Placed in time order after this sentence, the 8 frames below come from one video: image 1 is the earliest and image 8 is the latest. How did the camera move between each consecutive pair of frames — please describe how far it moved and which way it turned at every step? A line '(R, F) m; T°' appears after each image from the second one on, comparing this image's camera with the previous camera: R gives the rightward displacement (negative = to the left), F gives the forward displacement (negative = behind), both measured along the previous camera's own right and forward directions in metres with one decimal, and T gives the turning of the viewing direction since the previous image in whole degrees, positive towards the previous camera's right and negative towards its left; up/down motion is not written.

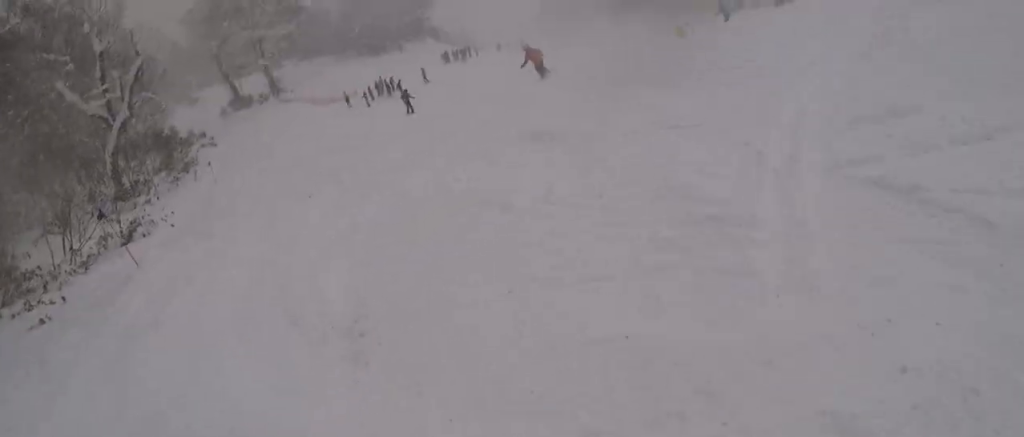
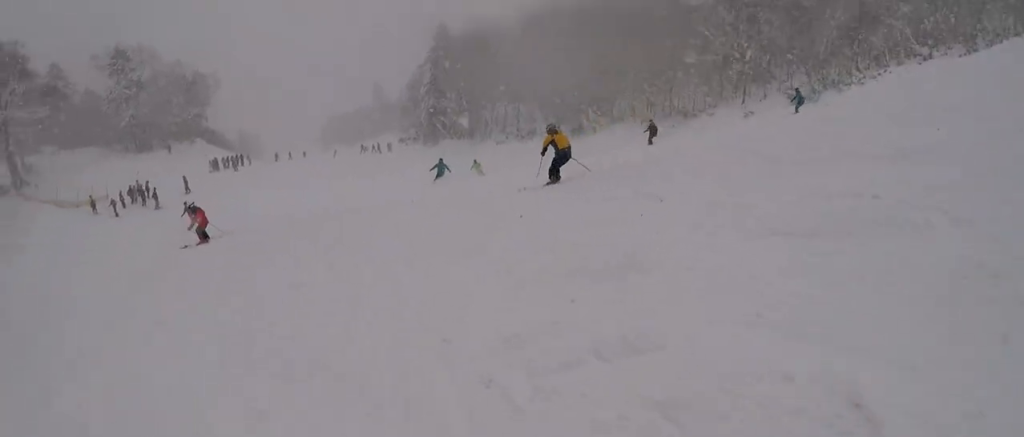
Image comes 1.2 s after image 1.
(+0.5, +5.5) m; +5°
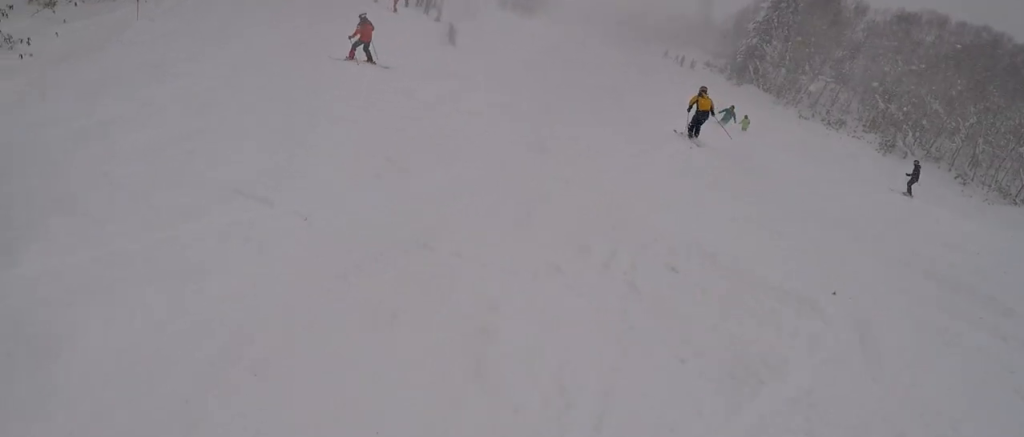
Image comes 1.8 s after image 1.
(0.0, +2.8) m; -1°
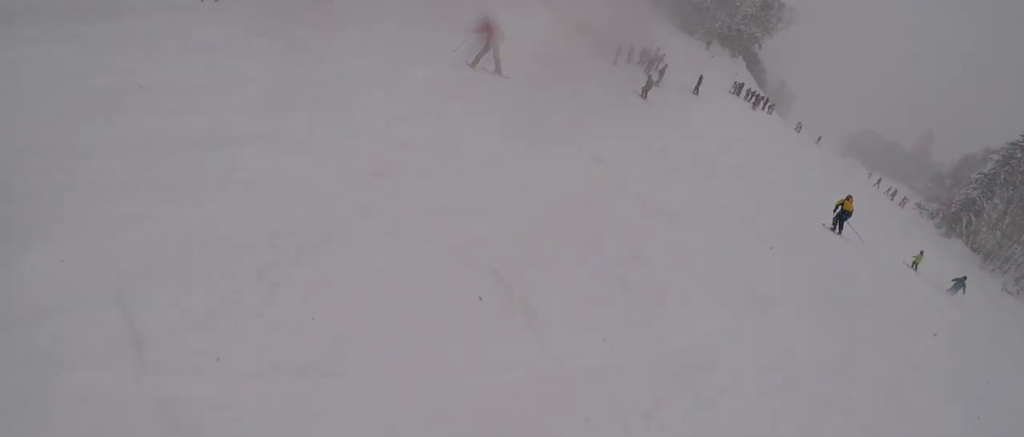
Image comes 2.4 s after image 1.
(-0.1, +2.8) m; -13°
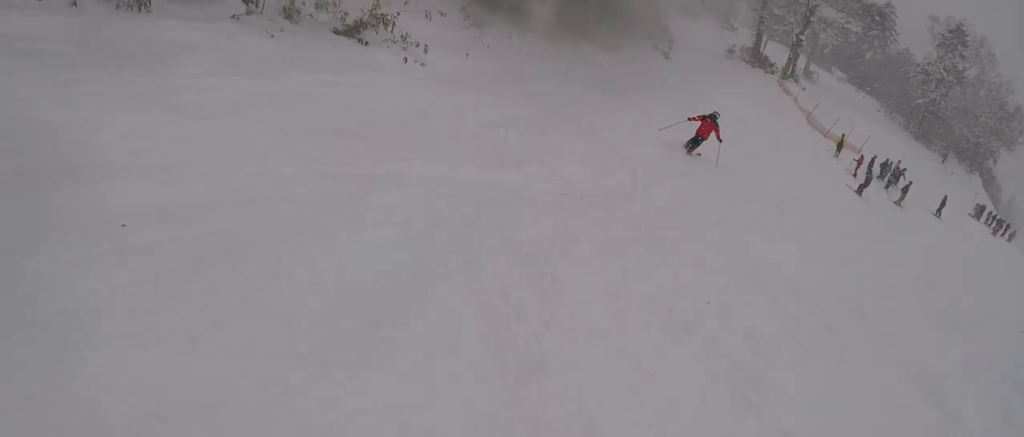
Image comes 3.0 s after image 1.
(-0.1, +3.0) m; -14°
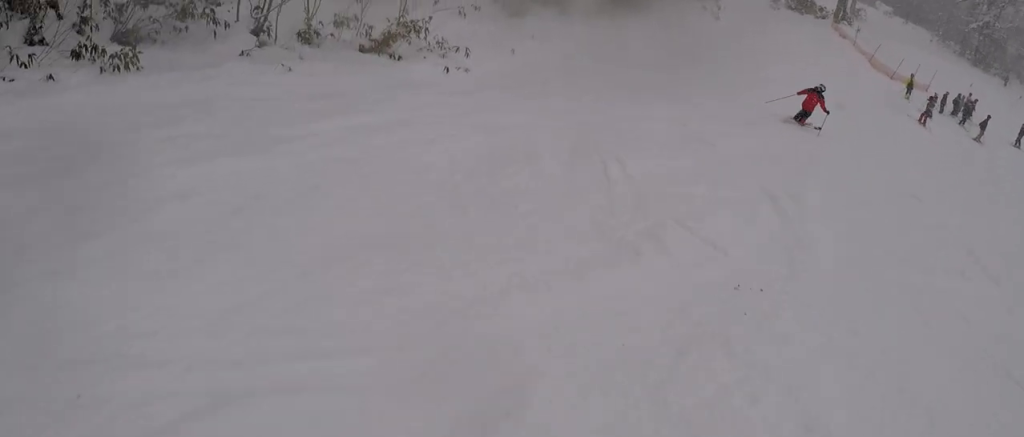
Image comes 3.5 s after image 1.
(-0.8, +2.2) m; -5°
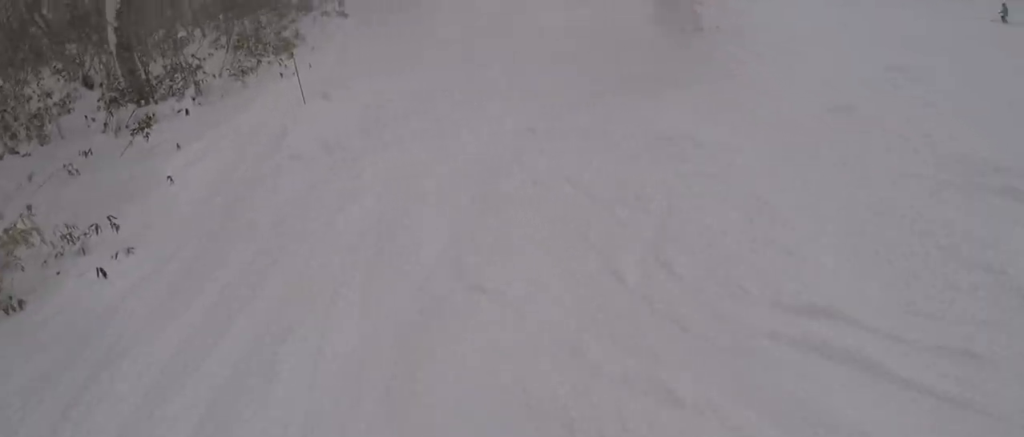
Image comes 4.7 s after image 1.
(+0.2, +6.0) m; +20°
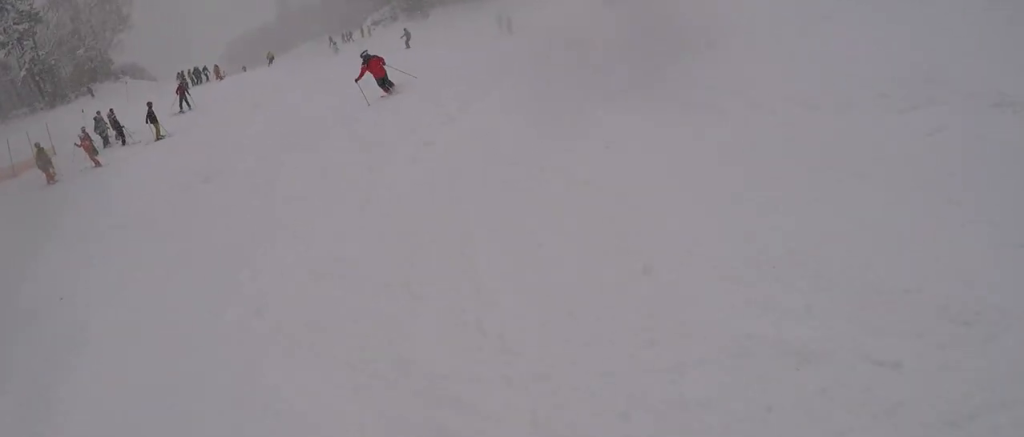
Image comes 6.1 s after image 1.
(+3.1, +6.6) m; +49°
